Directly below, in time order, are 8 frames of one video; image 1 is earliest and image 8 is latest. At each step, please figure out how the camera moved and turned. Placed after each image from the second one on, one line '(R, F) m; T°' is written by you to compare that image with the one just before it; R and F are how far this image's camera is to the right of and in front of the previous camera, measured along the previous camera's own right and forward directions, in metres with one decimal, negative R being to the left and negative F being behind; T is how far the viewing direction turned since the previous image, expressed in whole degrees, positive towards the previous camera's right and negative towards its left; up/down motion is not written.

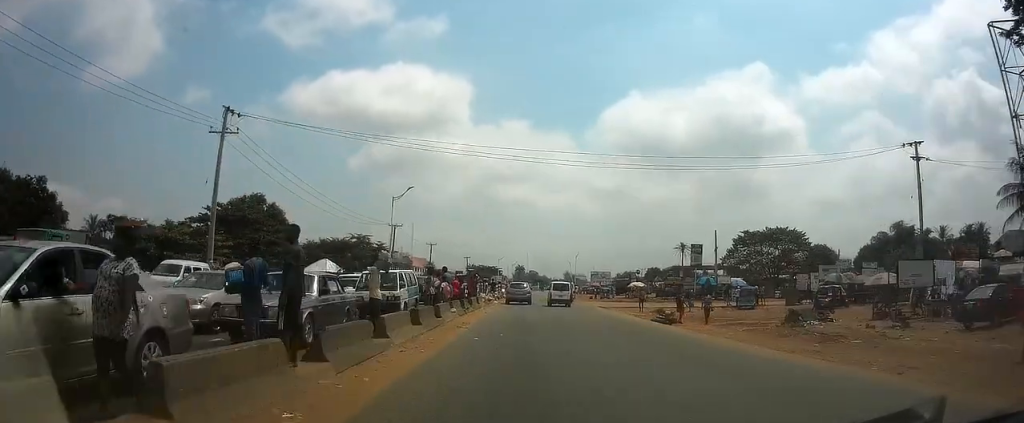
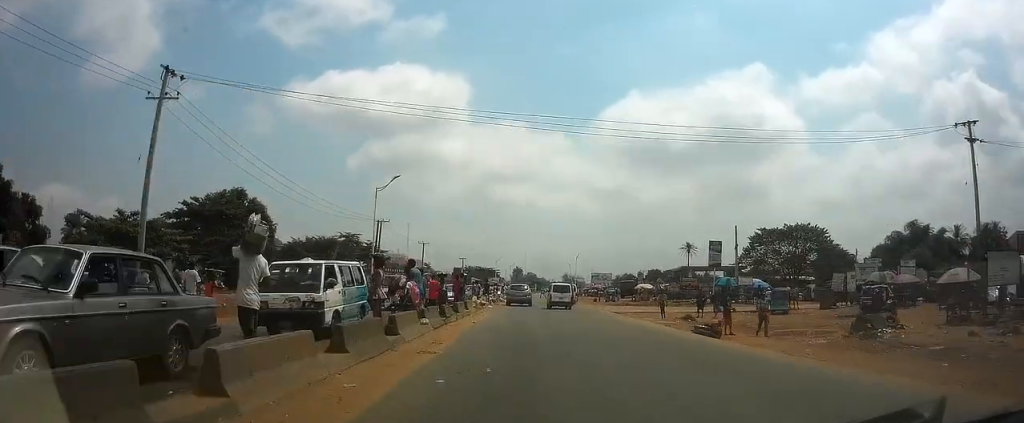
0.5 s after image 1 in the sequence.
(0.0, +6.6) m; 0°
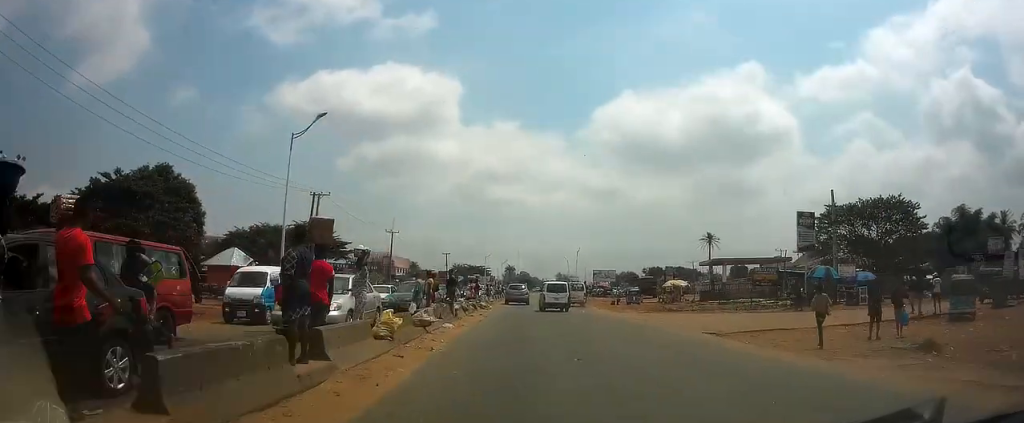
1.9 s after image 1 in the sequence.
(+0.2, +19.2) m; +1°
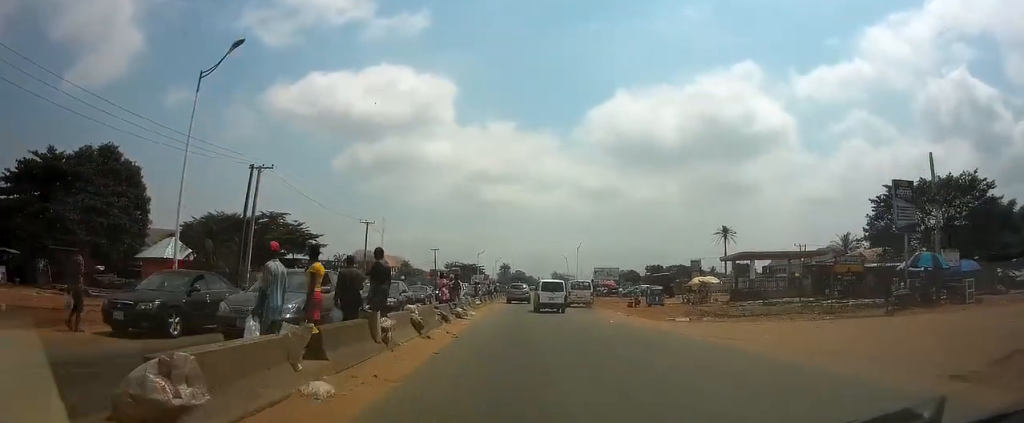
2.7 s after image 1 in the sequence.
(-0.1, +11.0) m; 0°
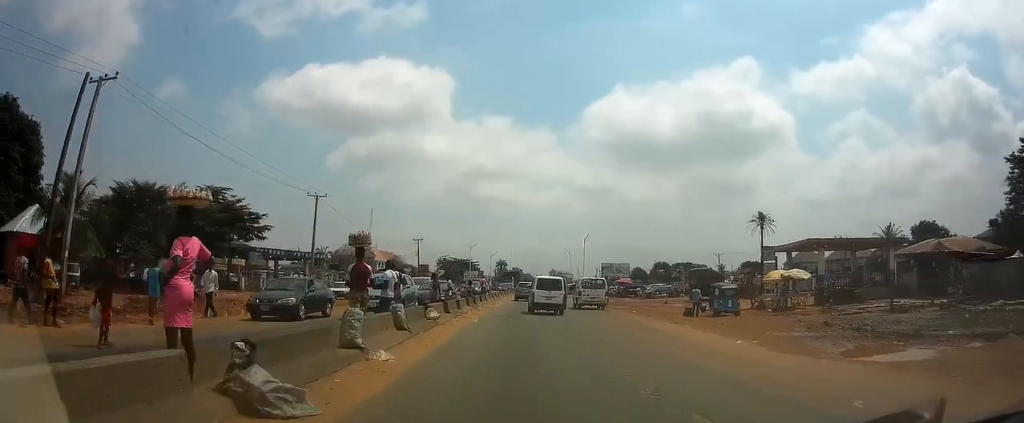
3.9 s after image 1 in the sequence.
(+0.1, +16.6) m; 0°
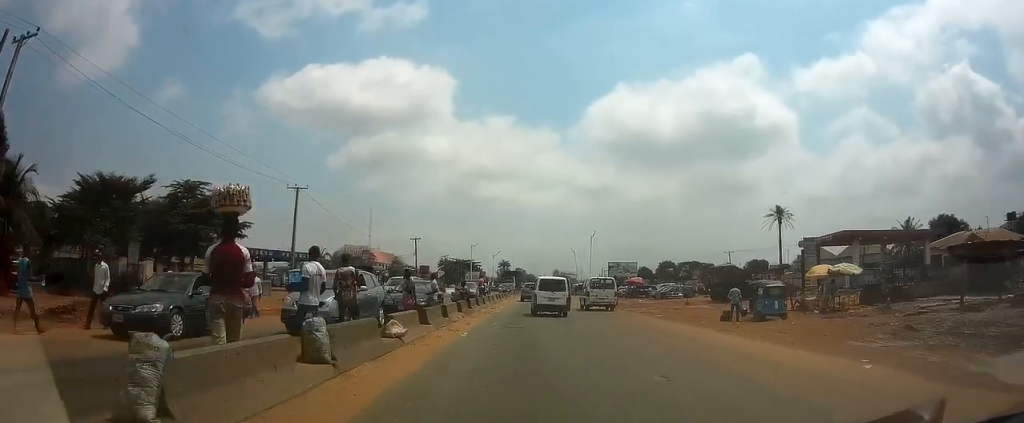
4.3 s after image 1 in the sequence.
(0.0, +5.2) m; 0°
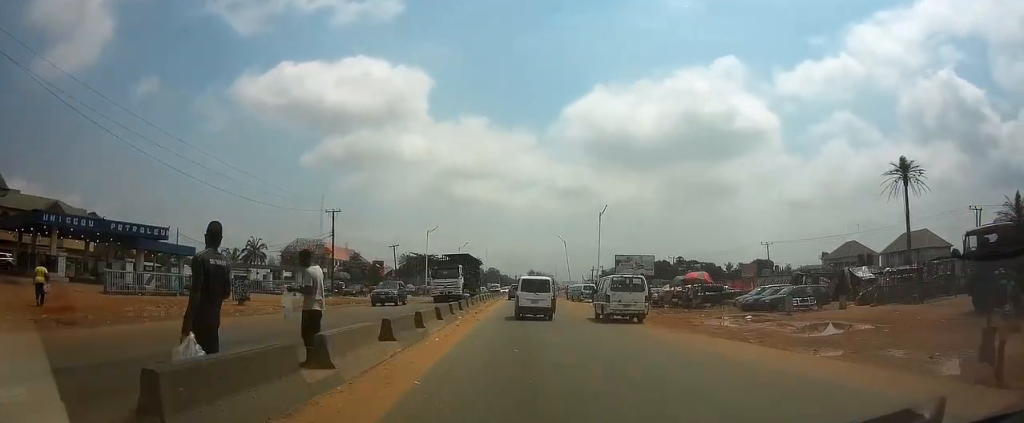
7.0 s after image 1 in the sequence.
(+0.6, +33.1) m; +3°
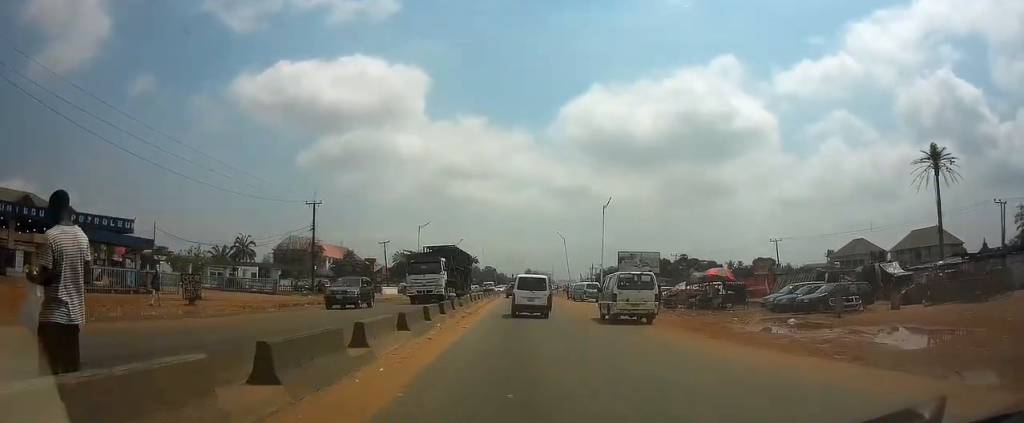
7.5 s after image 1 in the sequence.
(0.0, +5.2) m; 0°
